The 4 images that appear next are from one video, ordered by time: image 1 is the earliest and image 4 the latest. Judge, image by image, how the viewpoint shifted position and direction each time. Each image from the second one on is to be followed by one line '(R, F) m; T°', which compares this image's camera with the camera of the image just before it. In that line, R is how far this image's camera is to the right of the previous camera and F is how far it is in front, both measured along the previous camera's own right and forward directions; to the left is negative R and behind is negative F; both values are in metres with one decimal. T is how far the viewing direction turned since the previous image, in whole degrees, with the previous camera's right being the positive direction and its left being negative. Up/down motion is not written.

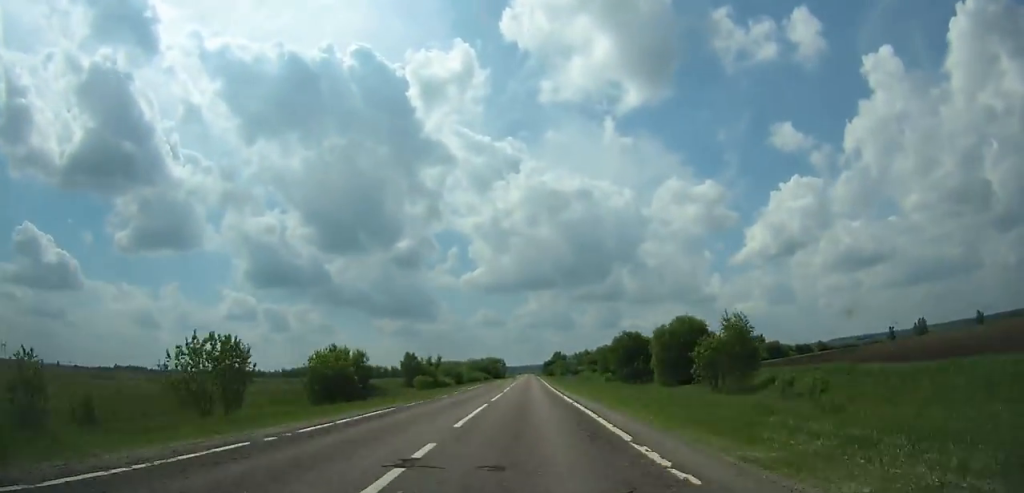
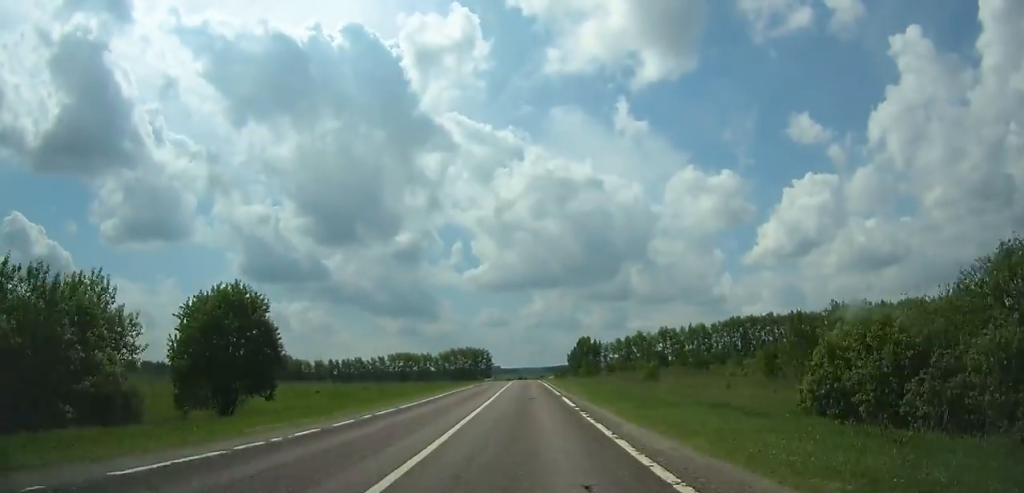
(-0.7, +230.4) m; -1°
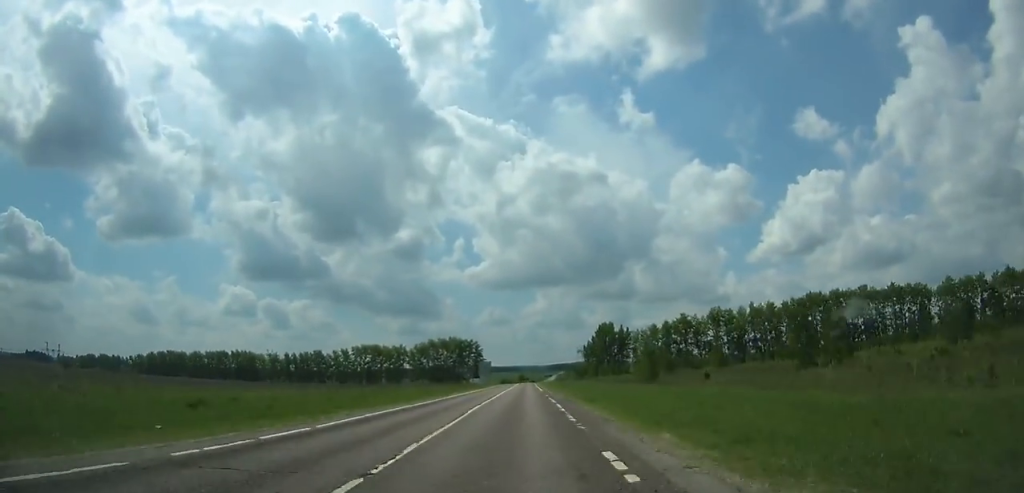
(-0.5, +77.6) m; 0°
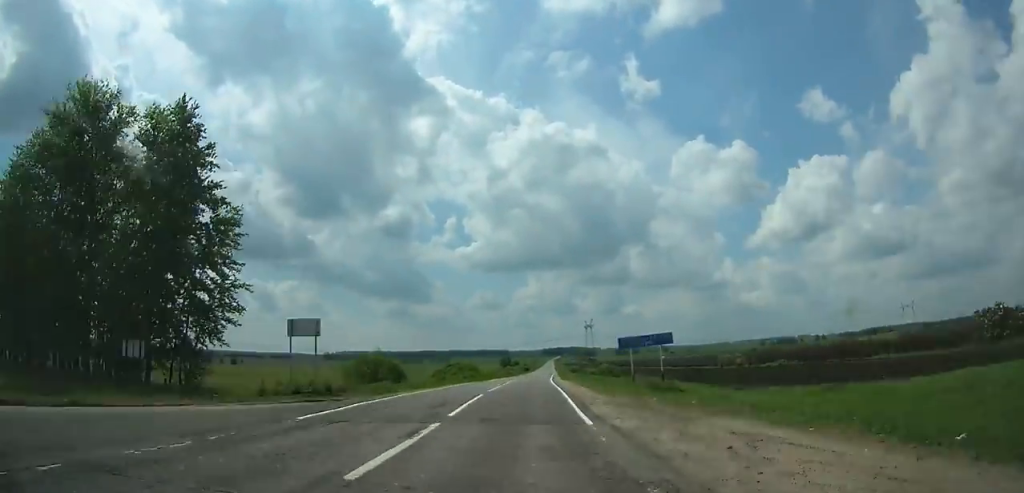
(+1.3, +215.2) m; +1°
